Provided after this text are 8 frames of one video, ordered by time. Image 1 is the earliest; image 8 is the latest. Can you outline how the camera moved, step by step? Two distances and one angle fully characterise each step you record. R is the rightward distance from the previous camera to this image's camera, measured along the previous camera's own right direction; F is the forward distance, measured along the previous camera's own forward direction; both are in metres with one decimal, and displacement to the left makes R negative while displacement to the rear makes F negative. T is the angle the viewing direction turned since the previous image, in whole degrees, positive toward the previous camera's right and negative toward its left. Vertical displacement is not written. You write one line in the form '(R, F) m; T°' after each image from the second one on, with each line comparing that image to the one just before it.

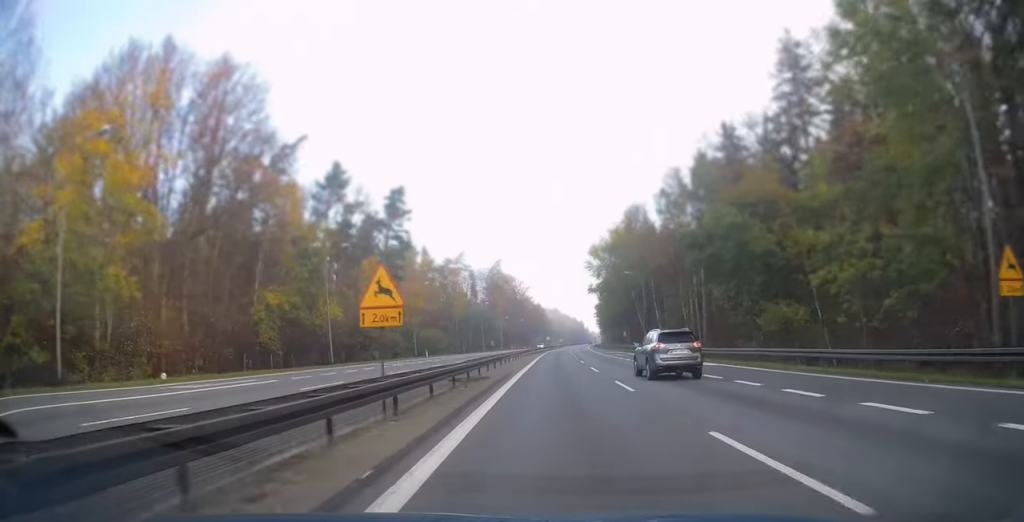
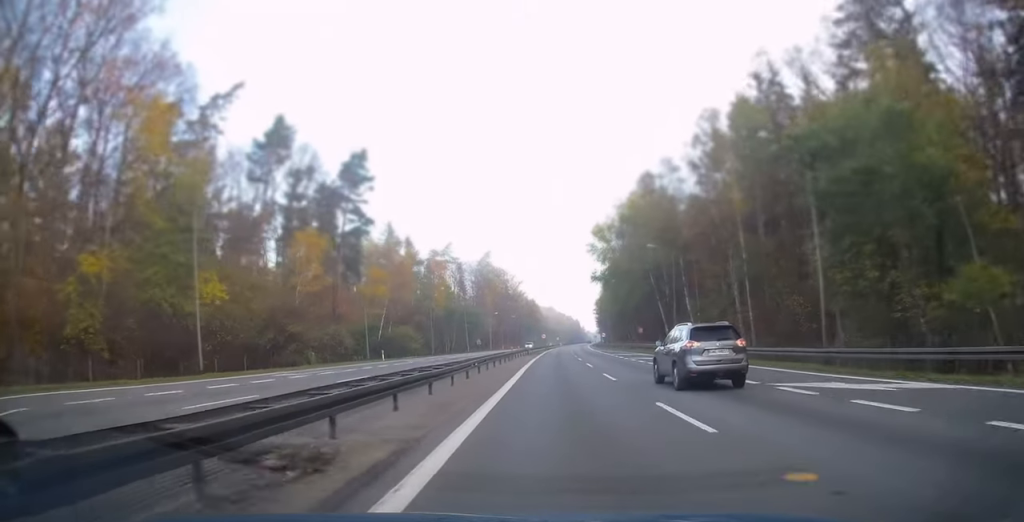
(+0.1, +19.7) m; 0°
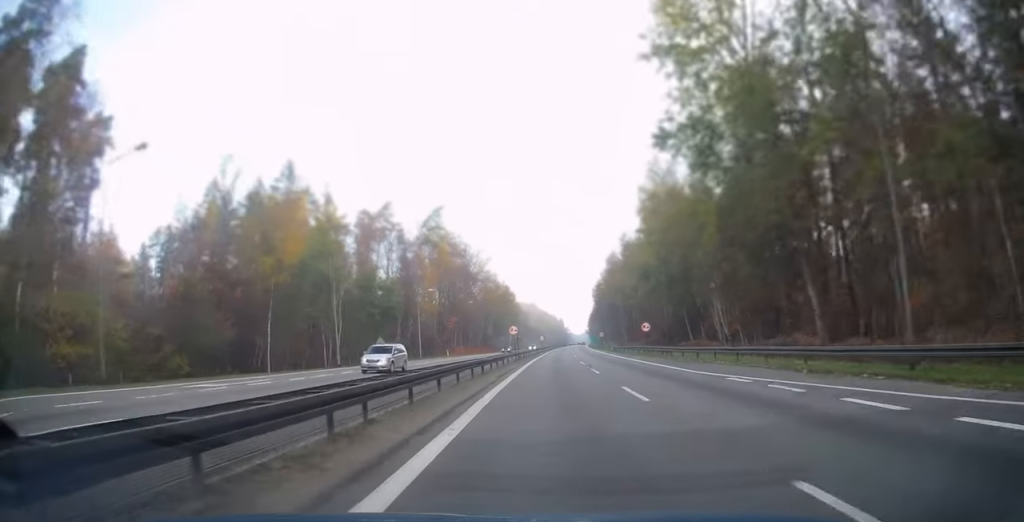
(+1.2, +67.6) m; +2°
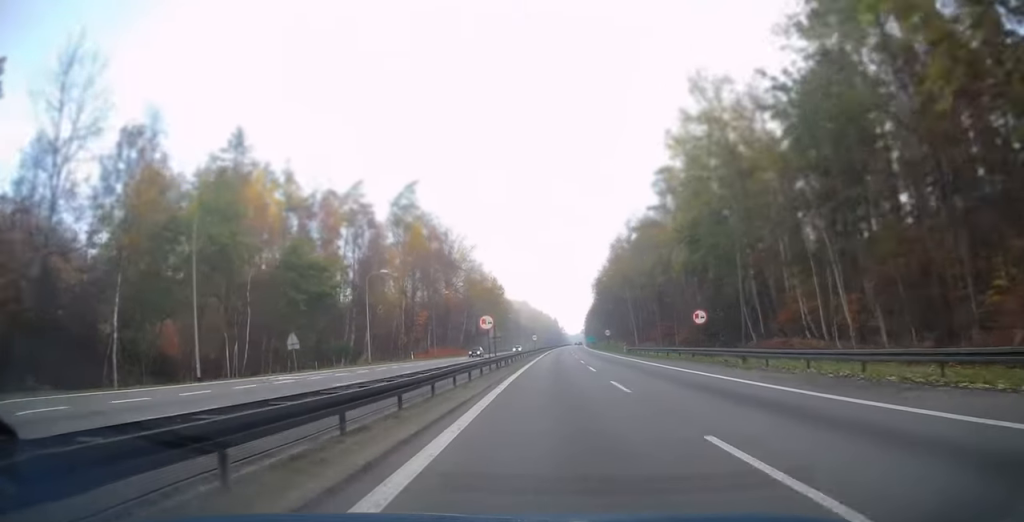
(+0.1, +21.5) m; +1°
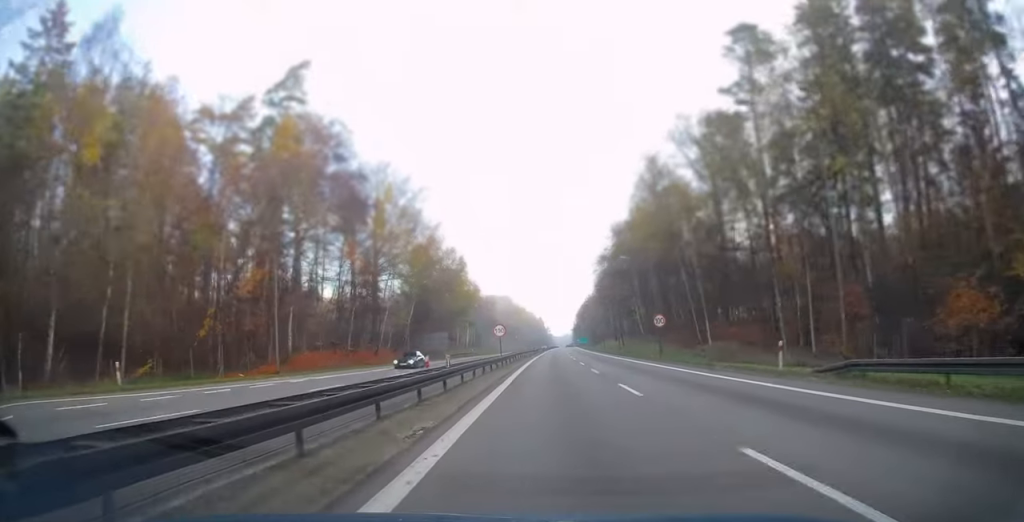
(+0.8, +50.2) m; +2°
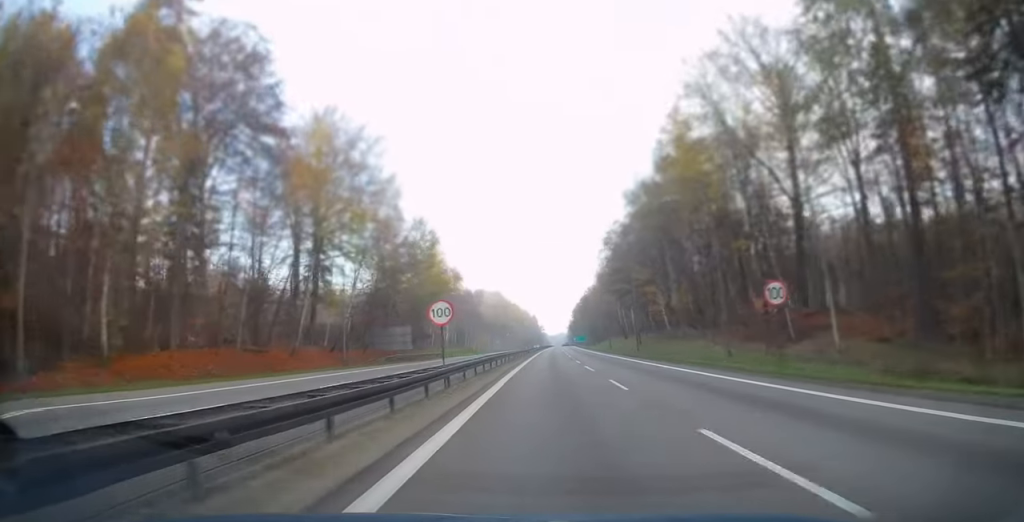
(+0.2, +22.5) m; 0°
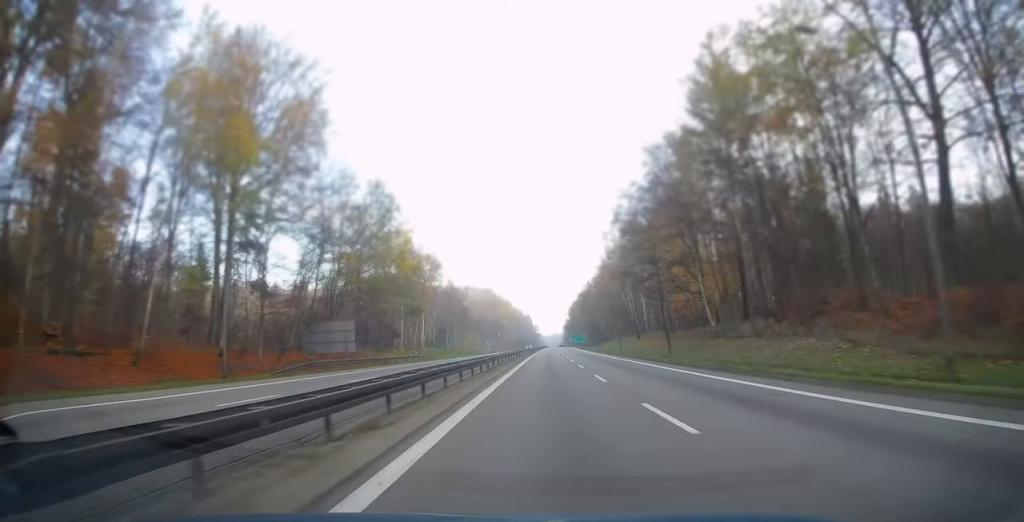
(0.0, +19.7) m; 0°
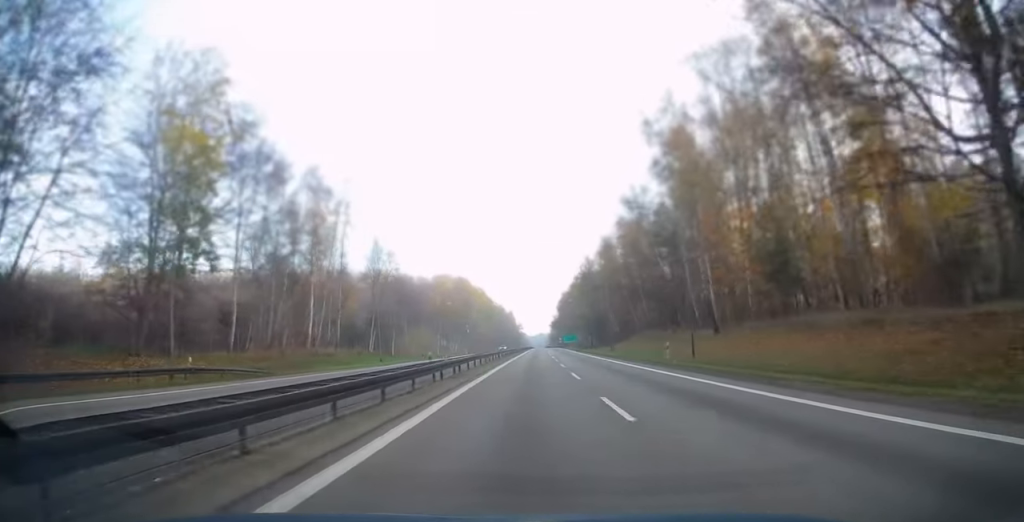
(+0.4, +45.5) m; +1°
